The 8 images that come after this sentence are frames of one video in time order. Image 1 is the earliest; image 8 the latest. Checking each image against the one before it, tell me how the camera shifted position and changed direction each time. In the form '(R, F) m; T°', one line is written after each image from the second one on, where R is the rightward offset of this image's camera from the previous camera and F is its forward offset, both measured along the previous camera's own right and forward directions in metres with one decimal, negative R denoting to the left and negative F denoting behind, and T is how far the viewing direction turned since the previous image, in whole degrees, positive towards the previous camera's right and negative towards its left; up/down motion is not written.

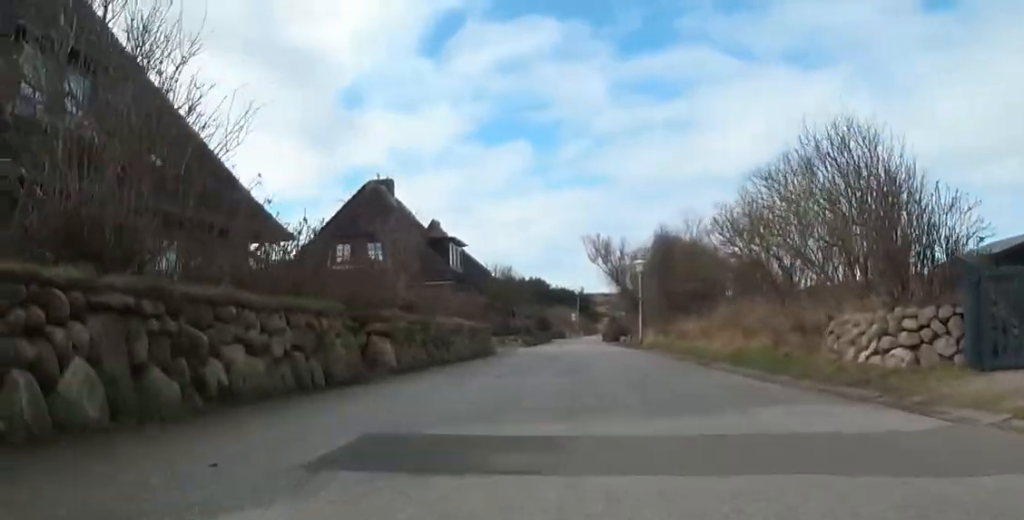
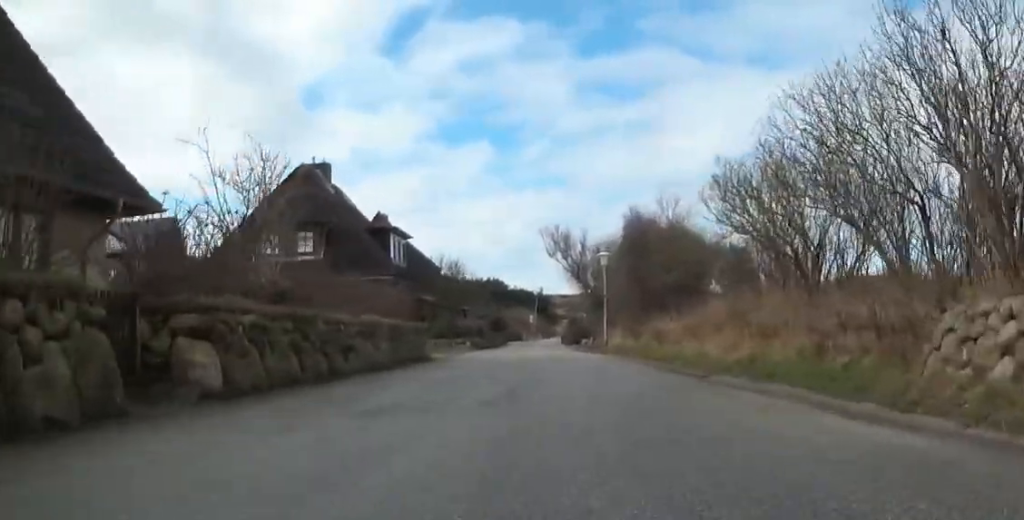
(+0.1, +4.7) m; +1°
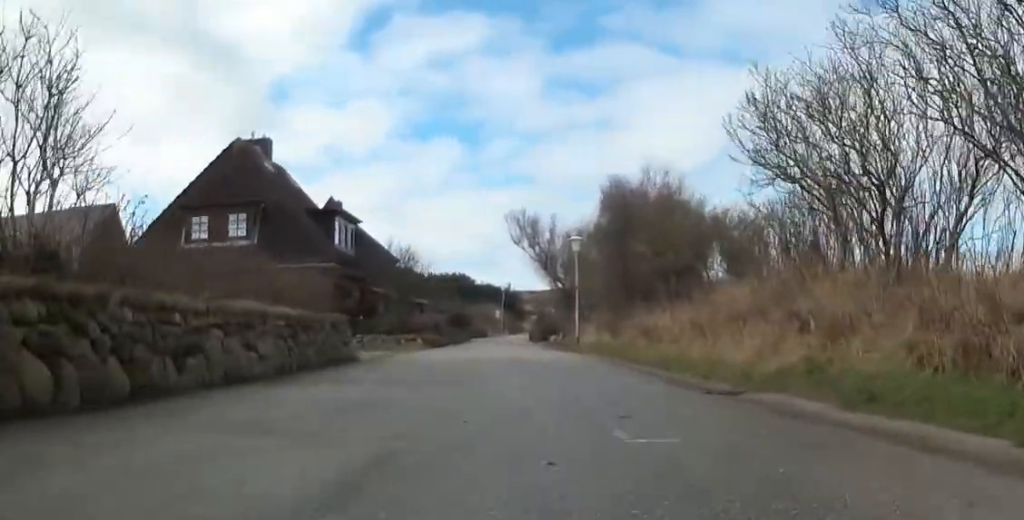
(0.0, +4.4) m; 0°
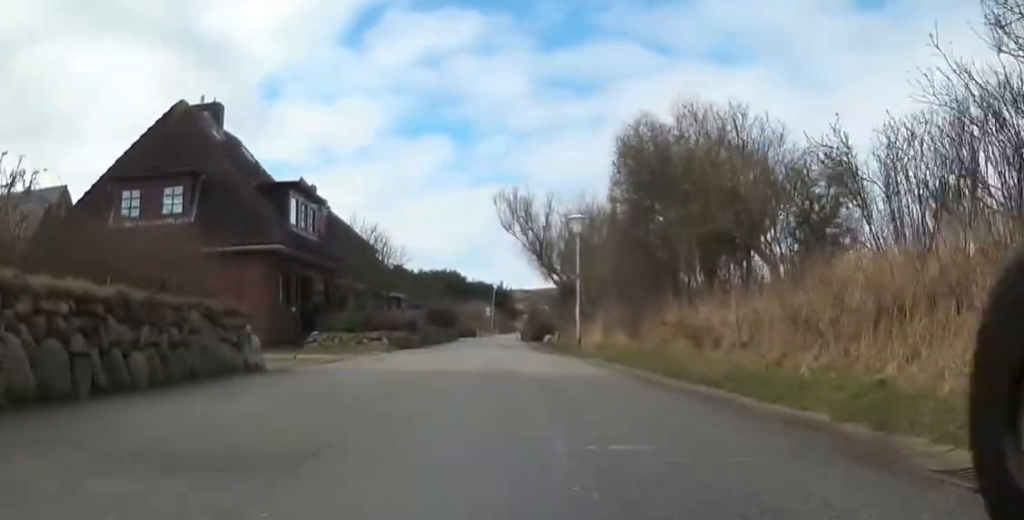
(0.0, +5.5) m; -8°
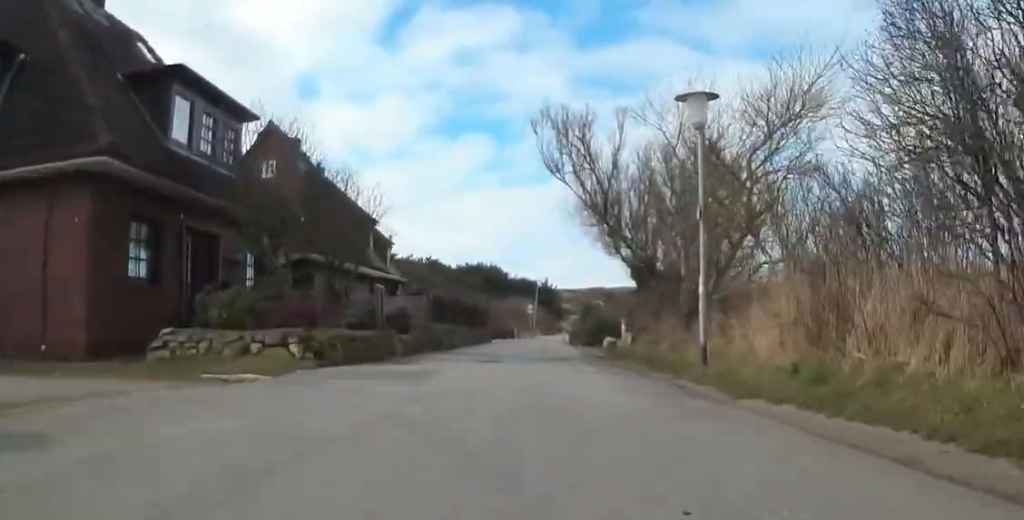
(-1.4, +12.1) m; +2°
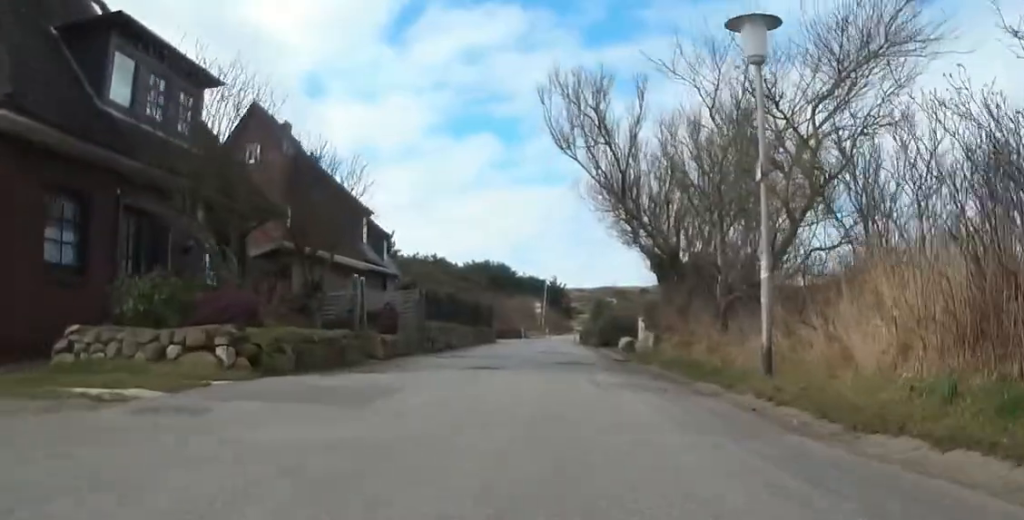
(+0.3, +3.0) m; +6°
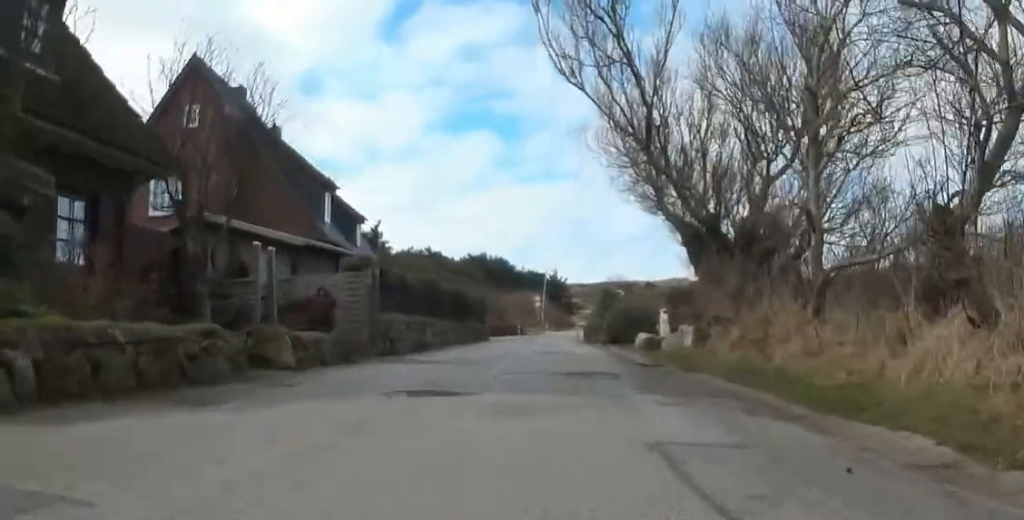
(0.0, +5.7) m; 0°
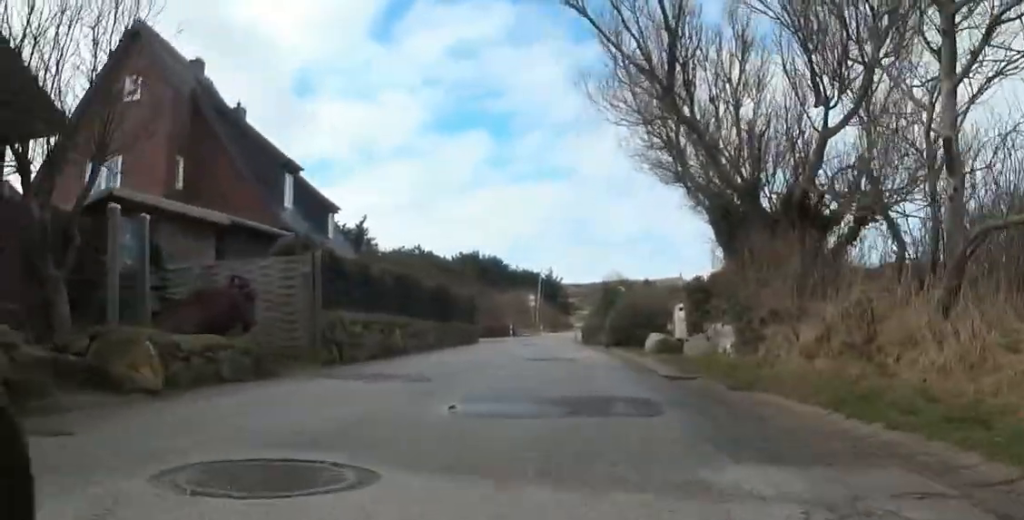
(0.0, +3.9) m; -2°
